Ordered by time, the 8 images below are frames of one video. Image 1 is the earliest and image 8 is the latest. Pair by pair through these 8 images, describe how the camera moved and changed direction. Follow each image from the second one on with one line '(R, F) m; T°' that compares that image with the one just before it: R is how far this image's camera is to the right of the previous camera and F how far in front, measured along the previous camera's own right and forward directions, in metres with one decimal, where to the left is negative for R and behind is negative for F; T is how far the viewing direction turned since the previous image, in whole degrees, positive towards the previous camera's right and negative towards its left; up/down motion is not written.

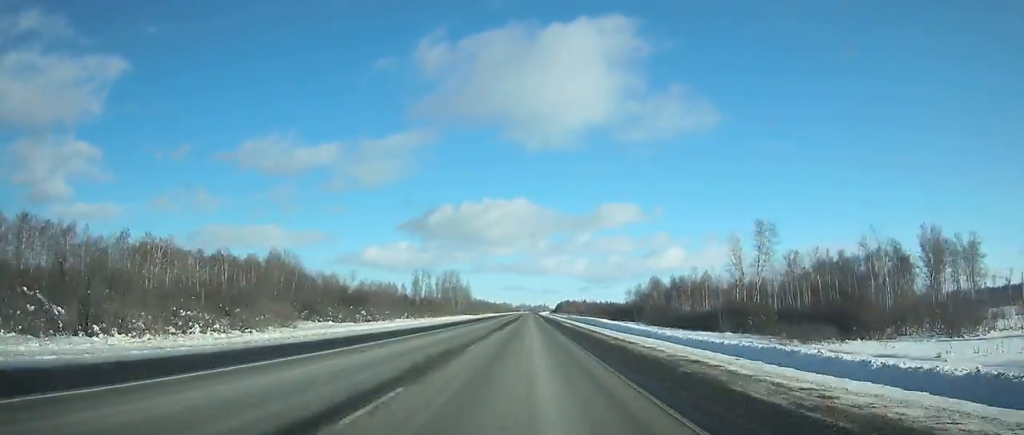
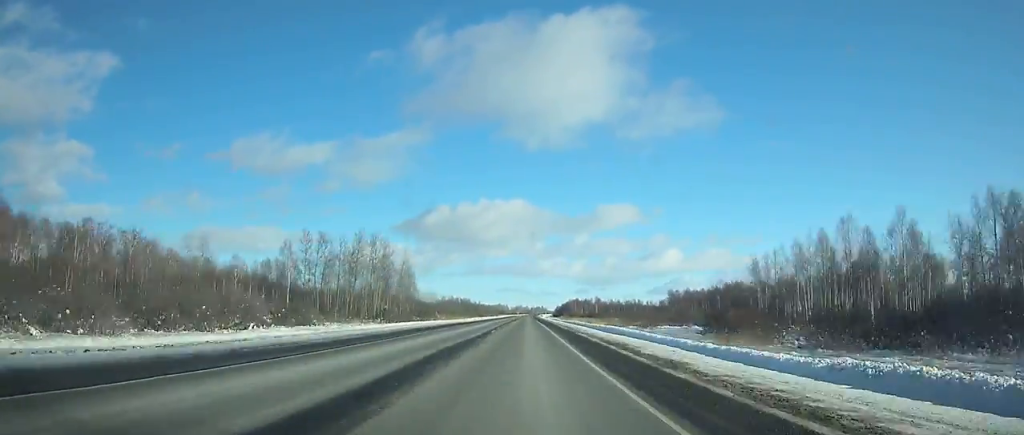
(+0.1, +113.9) m; 0°
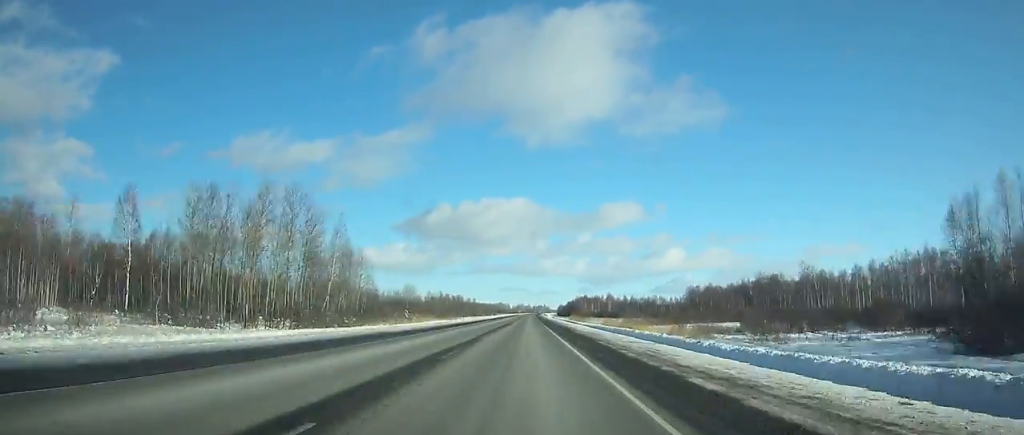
(+0.1, +45.1) m; 0°
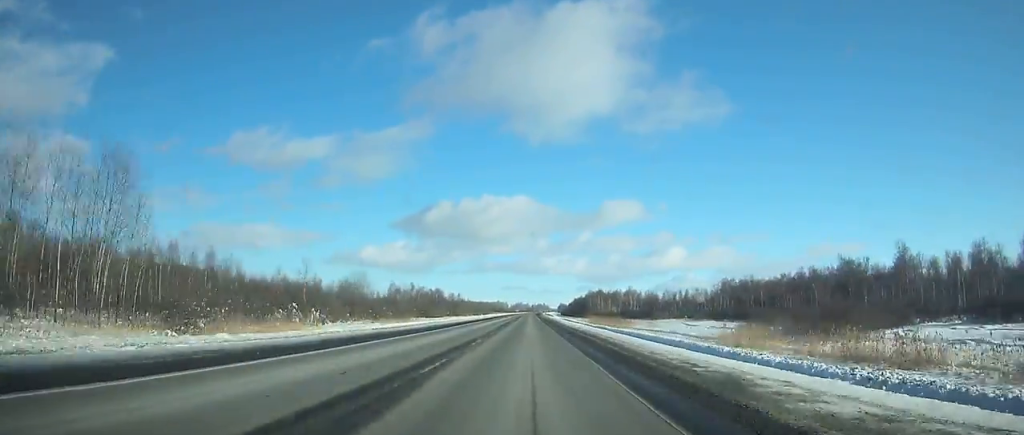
(0.0, +63.2) m; 0°
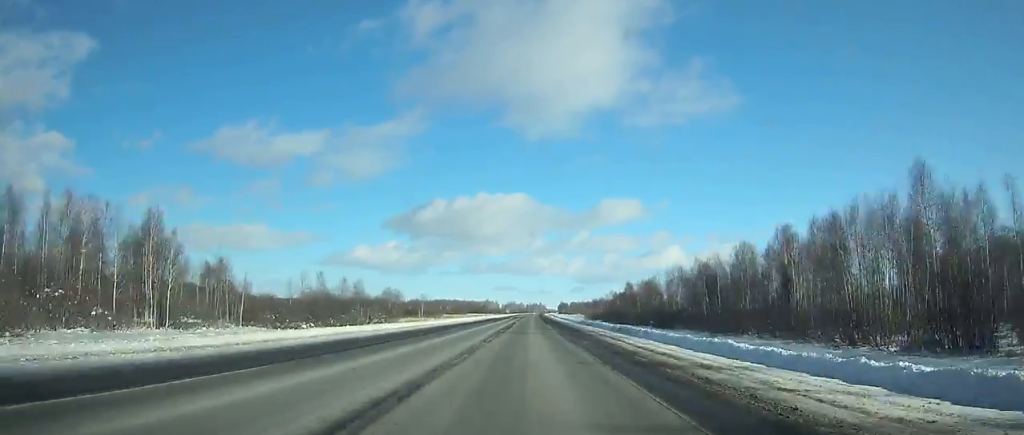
(+0.2, +207.6) m; +1°
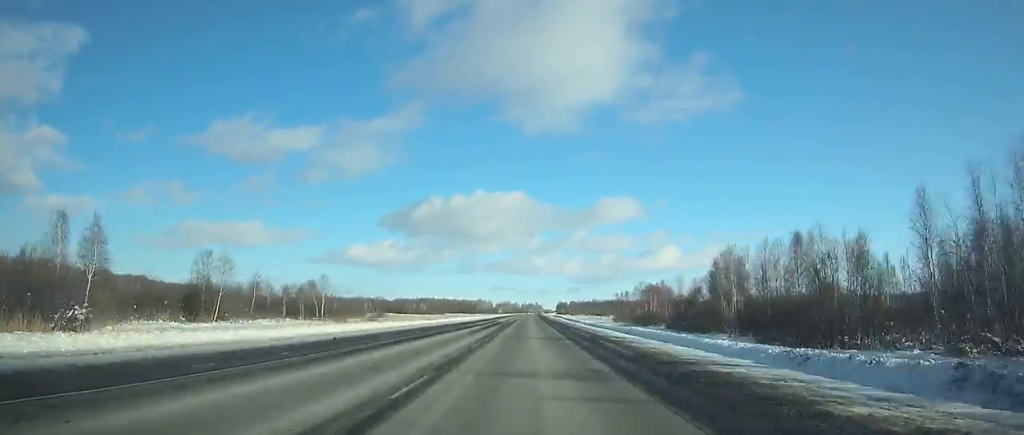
(+0.4, +77.8) m; +1°
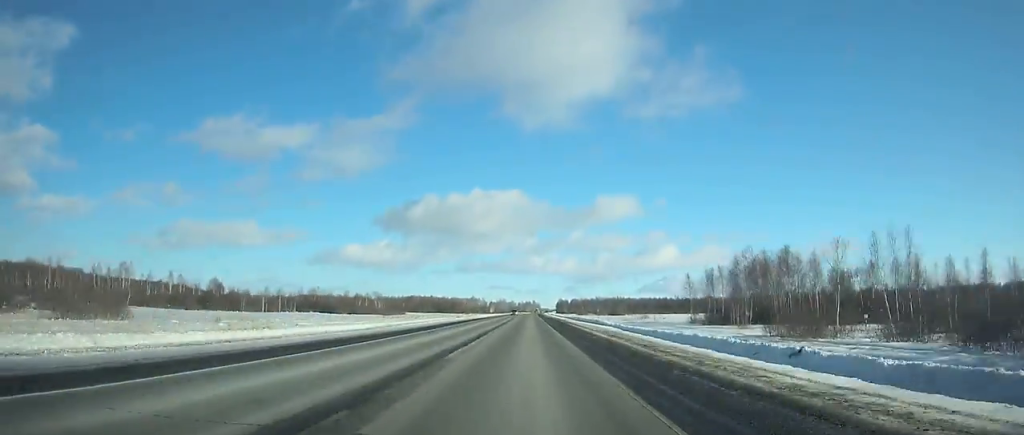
(+0.6, +85.8) m; 0°
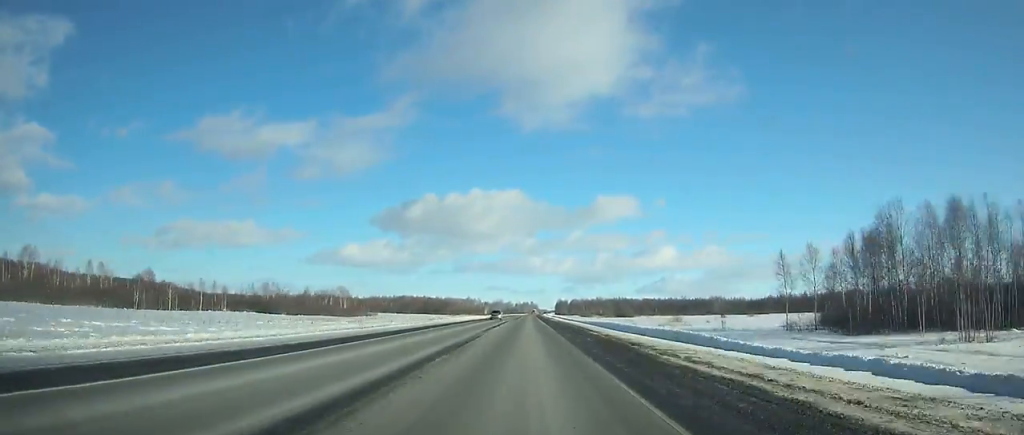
(0.0, +38.0) m; 0°
